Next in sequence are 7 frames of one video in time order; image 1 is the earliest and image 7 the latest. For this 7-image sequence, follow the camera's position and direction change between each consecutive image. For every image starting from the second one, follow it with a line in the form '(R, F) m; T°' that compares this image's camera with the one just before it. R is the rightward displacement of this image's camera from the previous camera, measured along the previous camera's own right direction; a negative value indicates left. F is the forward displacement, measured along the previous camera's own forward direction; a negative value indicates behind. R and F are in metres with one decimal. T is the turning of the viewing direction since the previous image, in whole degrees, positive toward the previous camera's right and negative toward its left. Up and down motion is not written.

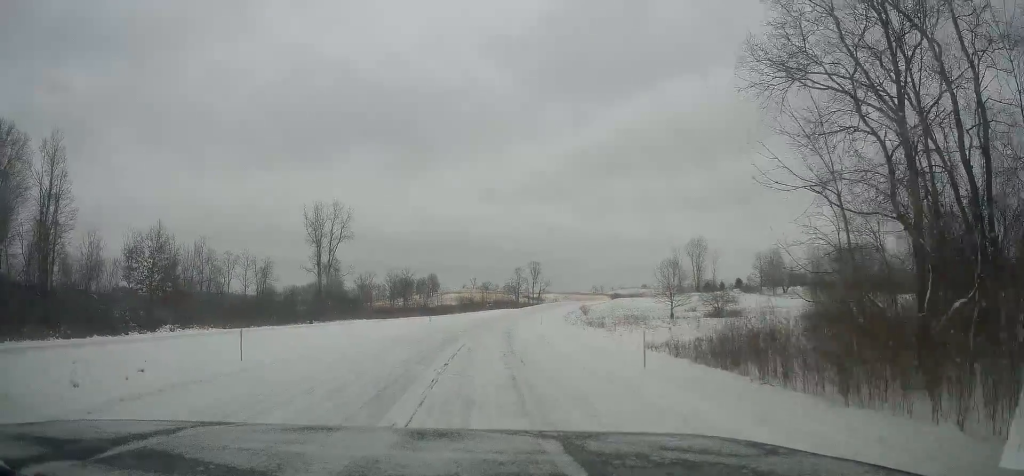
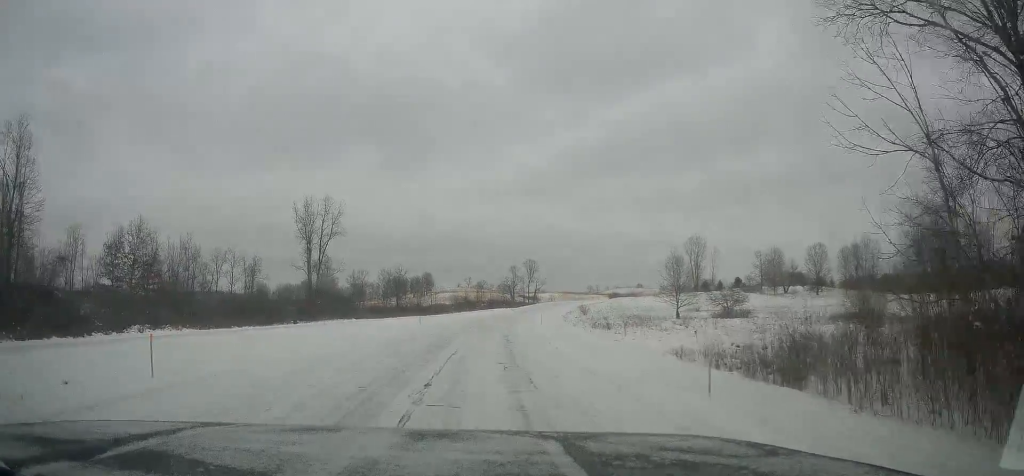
(+0.2, +4.2) m; -2°
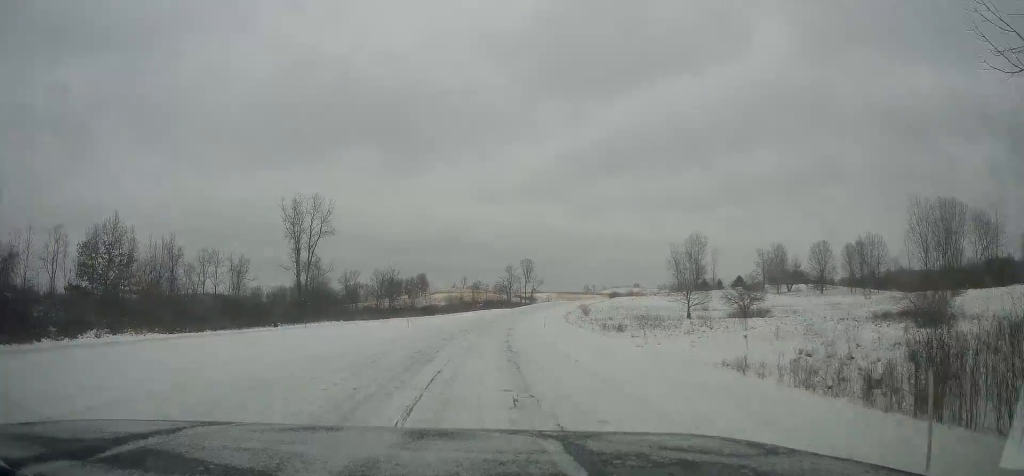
(-0.2, +5.3) m; -1°
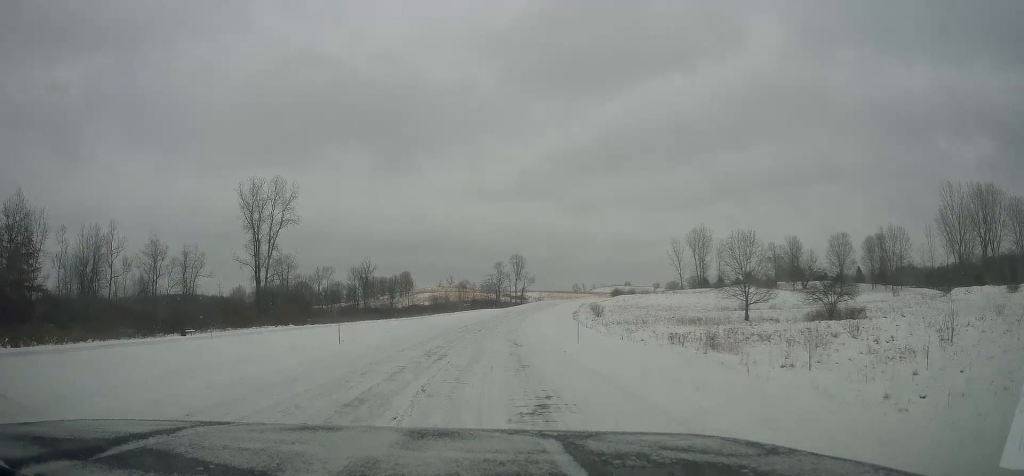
(+0.2, +18.7) m; +2°
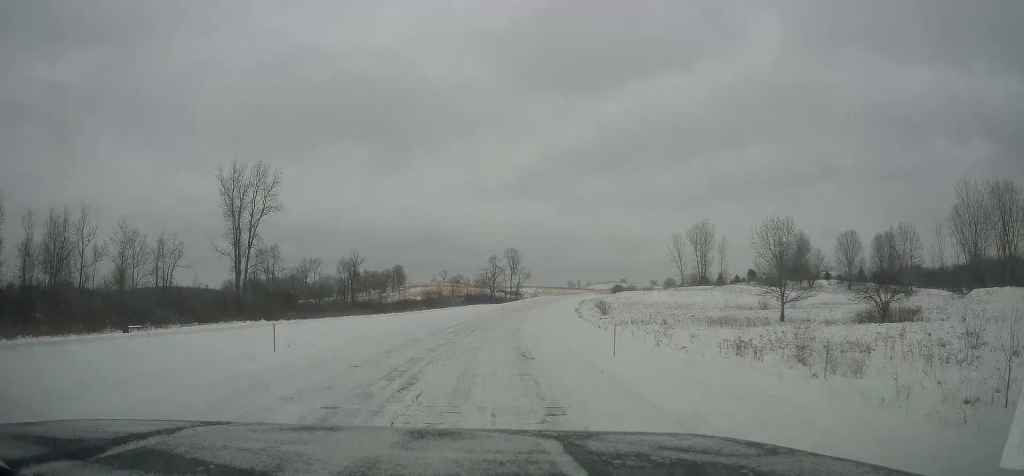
(0.0, +7.6) m; +1°
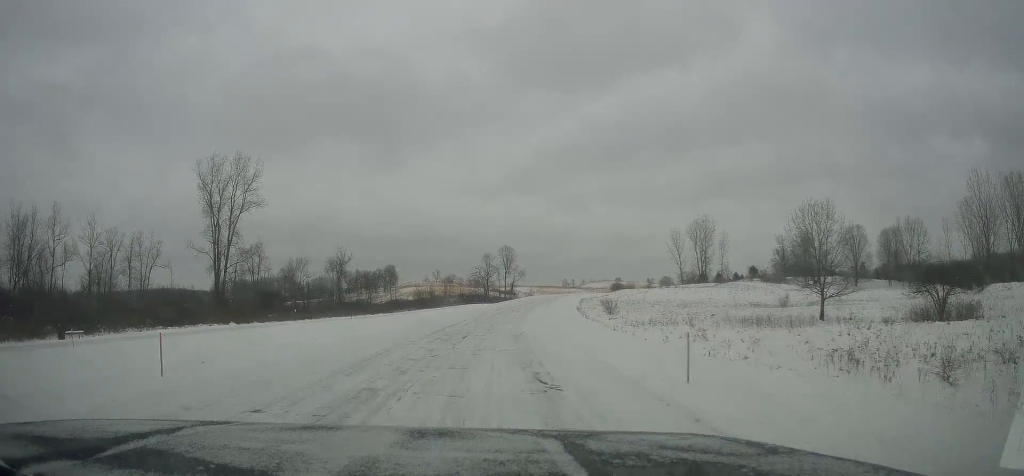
(+0.2, +6.5) m; +1°
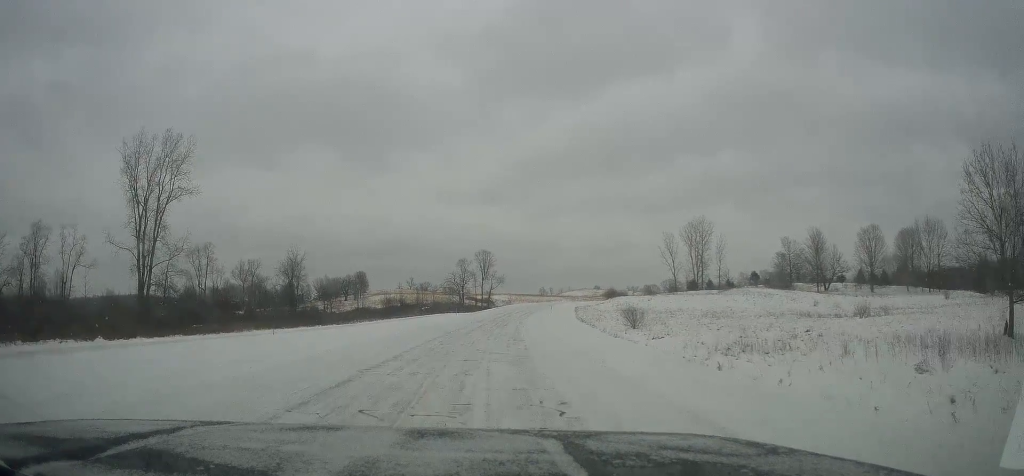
(-0.4, +18.9) m; -2°
